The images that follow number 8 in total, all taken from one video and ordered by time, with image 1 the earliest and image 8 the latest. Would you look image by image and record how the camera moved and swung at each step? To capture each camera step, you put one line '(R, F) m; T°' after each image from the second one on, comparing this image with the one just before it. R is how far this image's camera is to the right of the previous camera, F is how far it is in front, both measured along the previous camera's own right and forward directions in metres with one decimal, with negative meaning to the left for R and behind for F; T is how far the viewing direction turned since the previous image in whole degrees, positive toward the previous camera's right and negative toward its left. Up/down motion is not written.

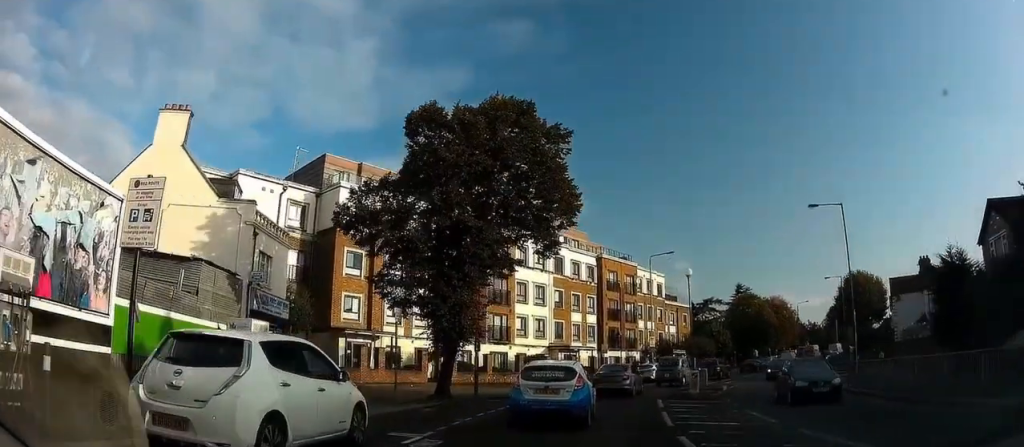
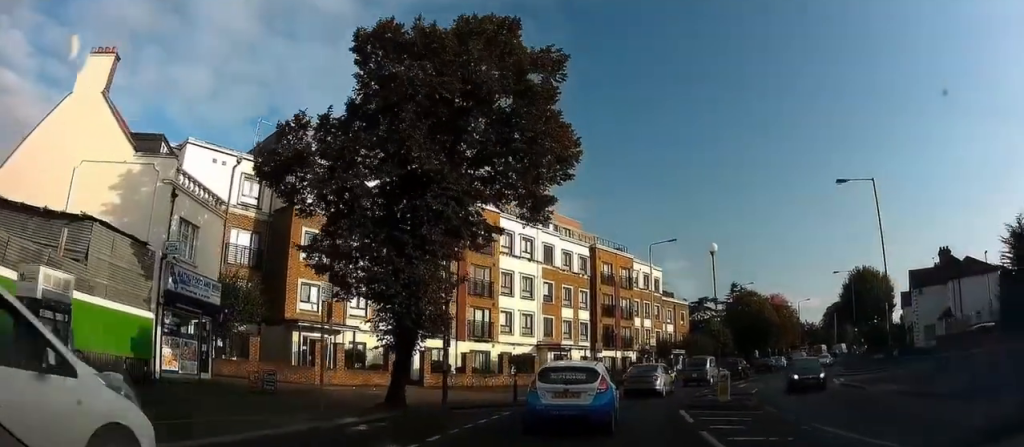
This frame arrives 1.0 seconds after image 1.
(0.0, +5.4) m; +2°
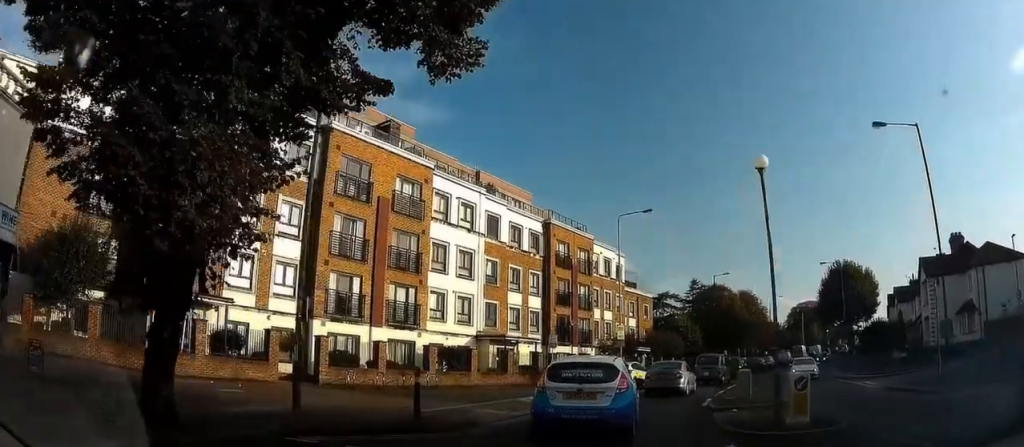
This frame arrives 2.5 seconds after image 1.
(+0.4, +8.5) m; +6°
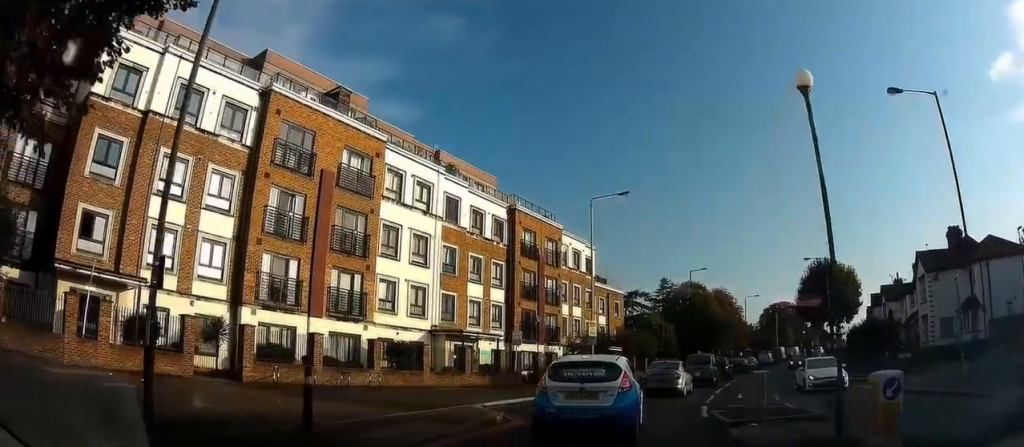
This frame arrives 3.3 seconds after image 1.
(0.0, +3.9) m; +3°
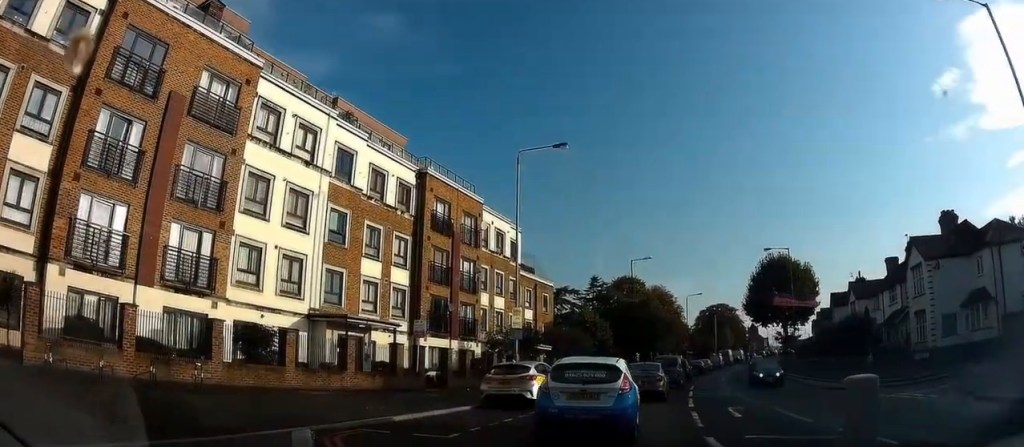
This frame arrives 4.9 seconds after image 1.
(+1.0, +7.3) m; +15°
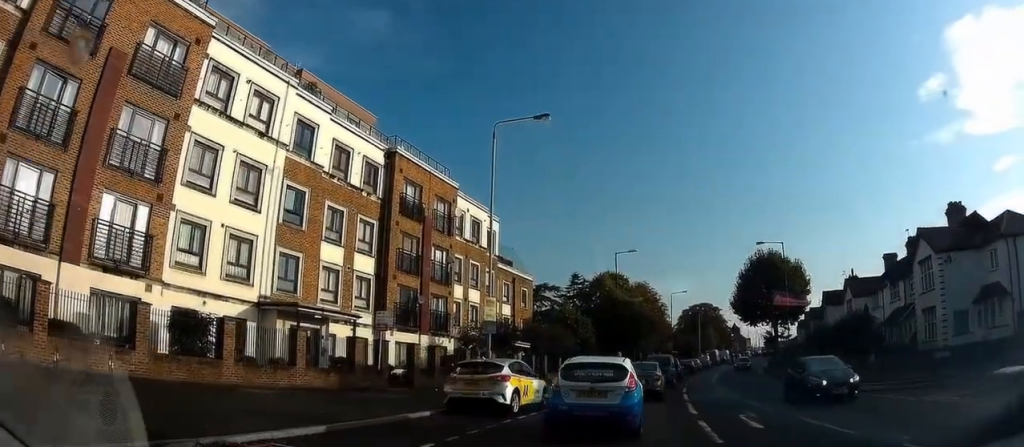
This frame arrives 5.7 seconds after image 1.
(+0.2, +3.0) m; +3°
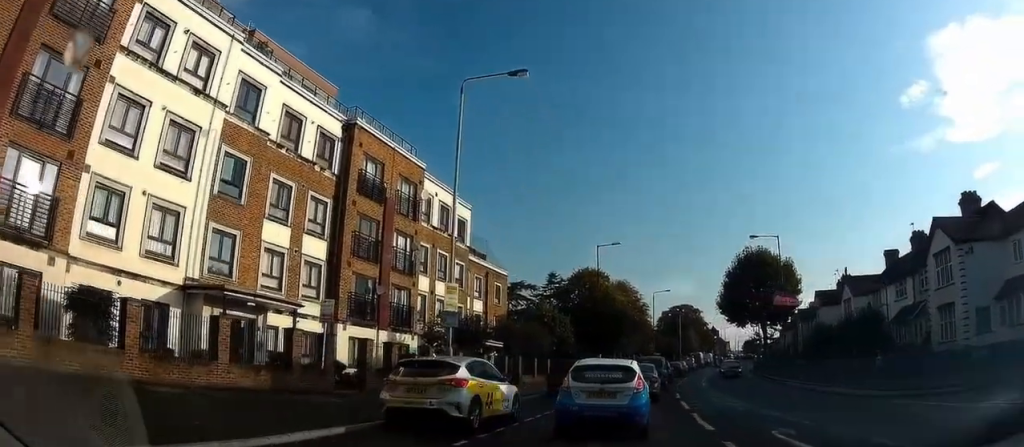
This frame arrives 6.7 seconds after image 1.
(0.0, +3.7) m; 0°
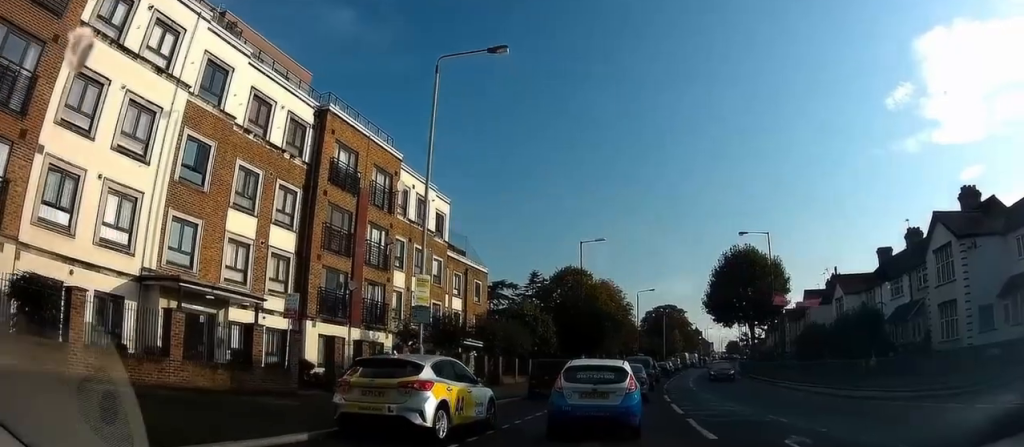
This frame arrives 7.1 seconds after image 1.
(-0.1, +1.5) m; 0°
